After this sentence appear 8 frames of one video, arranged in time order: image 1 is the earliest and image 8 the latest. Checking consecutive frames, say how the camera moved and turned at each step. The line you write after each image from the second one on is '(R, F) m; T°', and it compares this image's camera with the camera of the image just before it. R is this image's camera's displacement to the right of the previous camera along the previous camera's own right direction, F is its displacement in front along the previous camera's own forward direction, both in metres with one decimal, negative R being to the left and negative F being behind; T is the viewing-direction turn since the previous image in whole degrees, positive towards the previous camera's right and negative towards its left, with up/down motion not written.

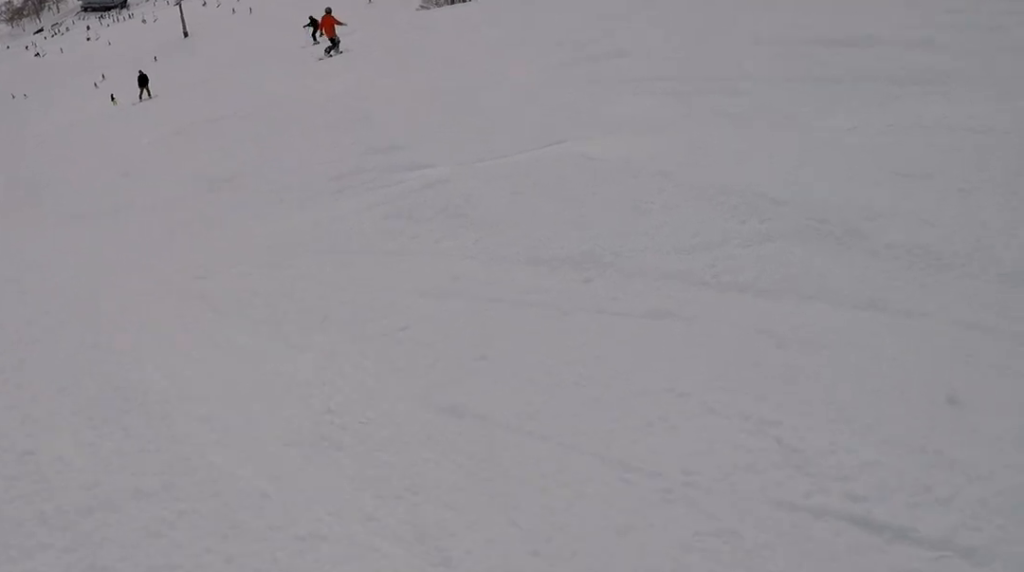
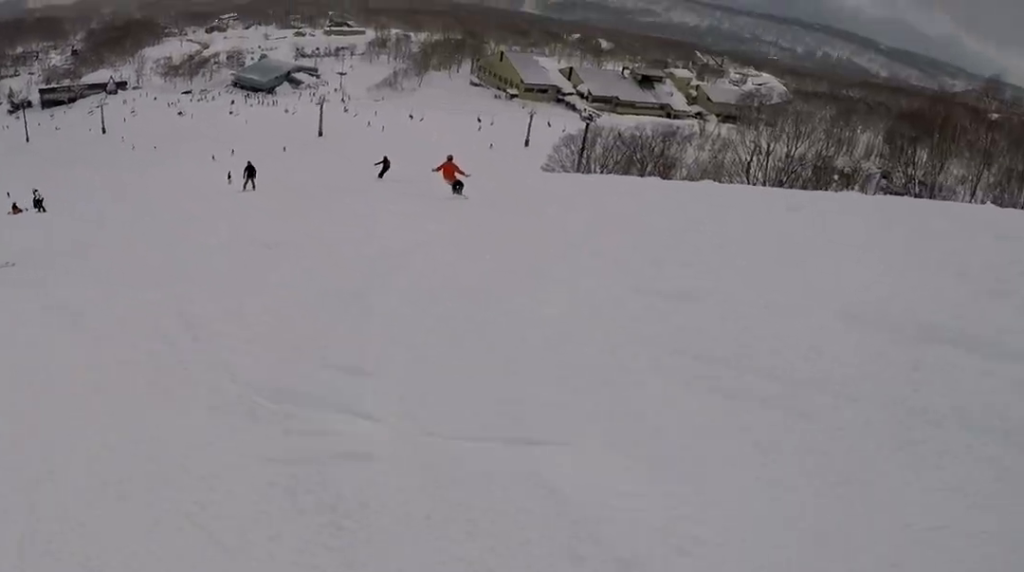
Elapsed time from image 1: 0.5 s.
(+0.7, +1.8) m; +16°
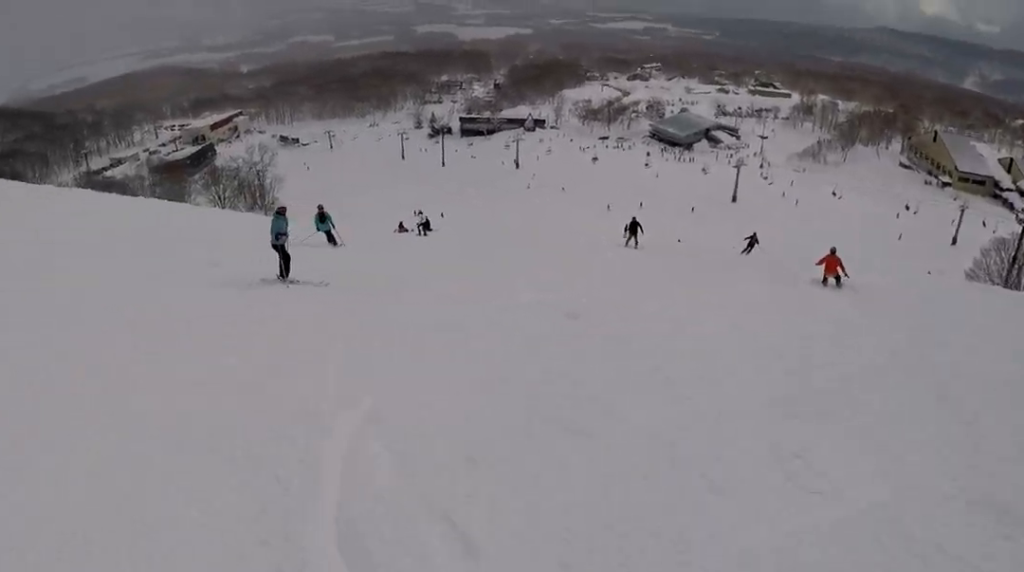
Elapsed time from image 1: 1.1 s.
(-0.1, +2.5) m; -18°
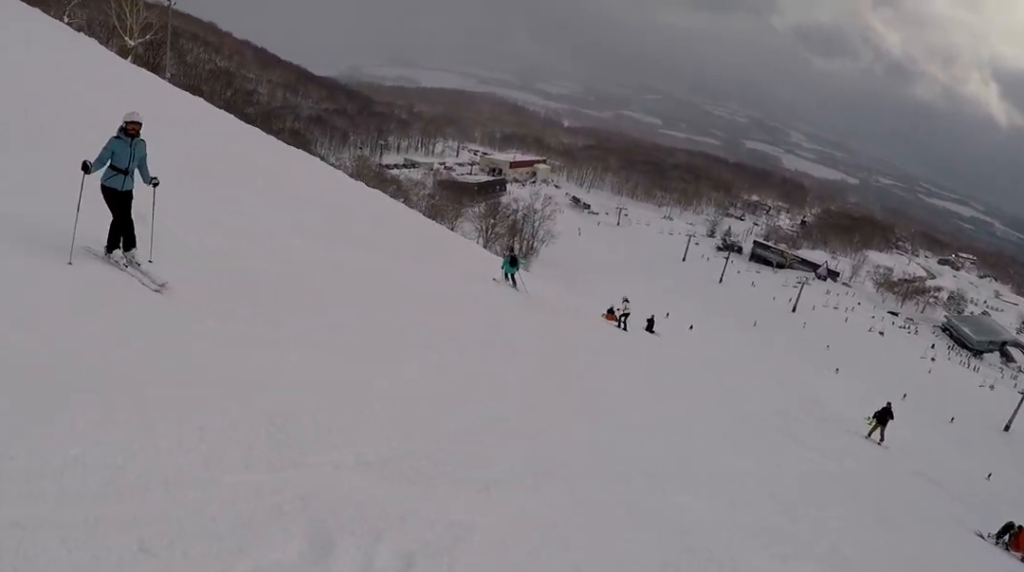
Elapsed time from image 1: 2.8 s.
(-3.4, +6.9) m; -43°
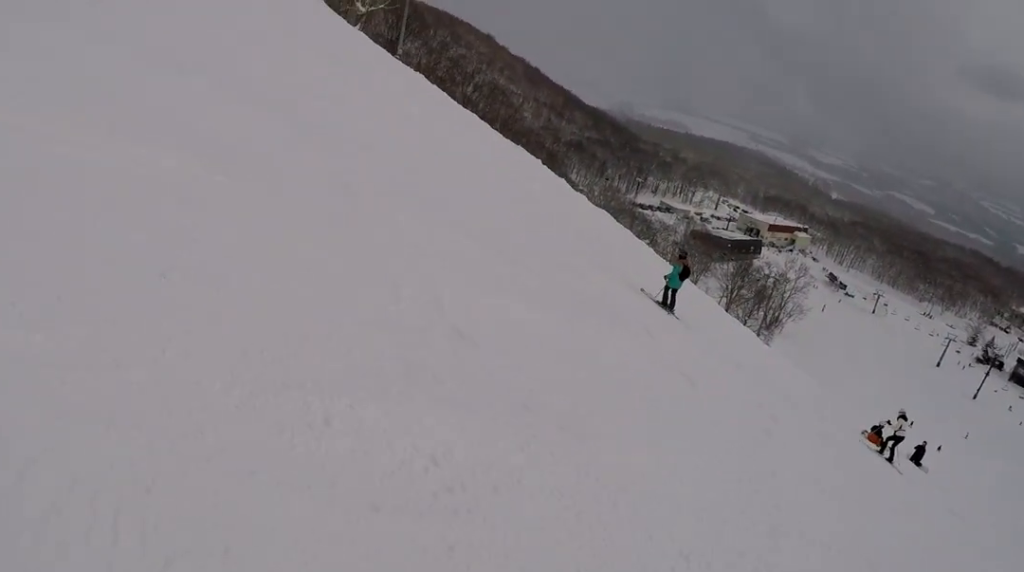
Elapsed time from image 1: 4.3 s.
(-1.7, +7.9) m; -32°
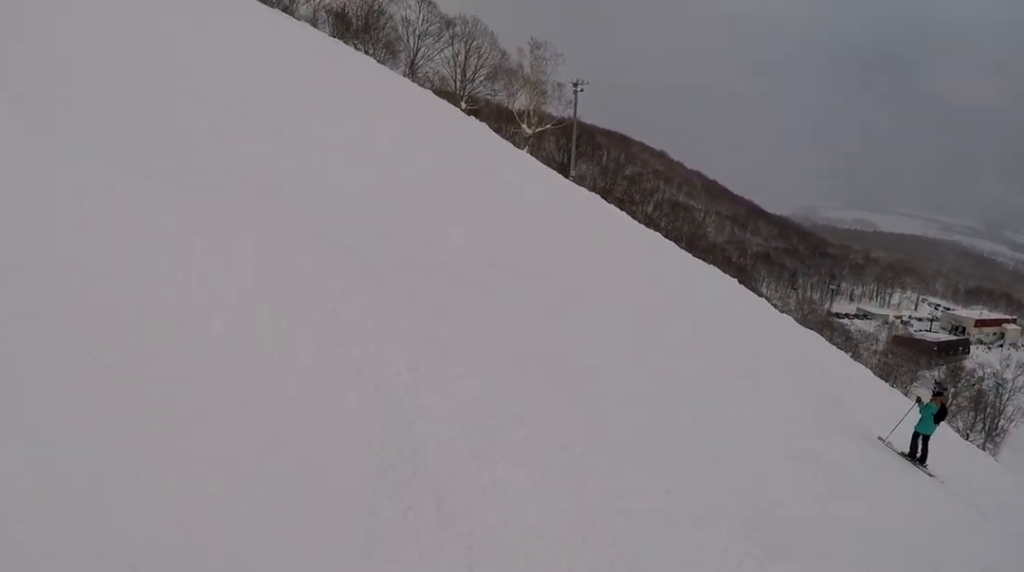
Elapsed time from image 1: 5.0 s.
(-0.8, +3.9) m; -16°
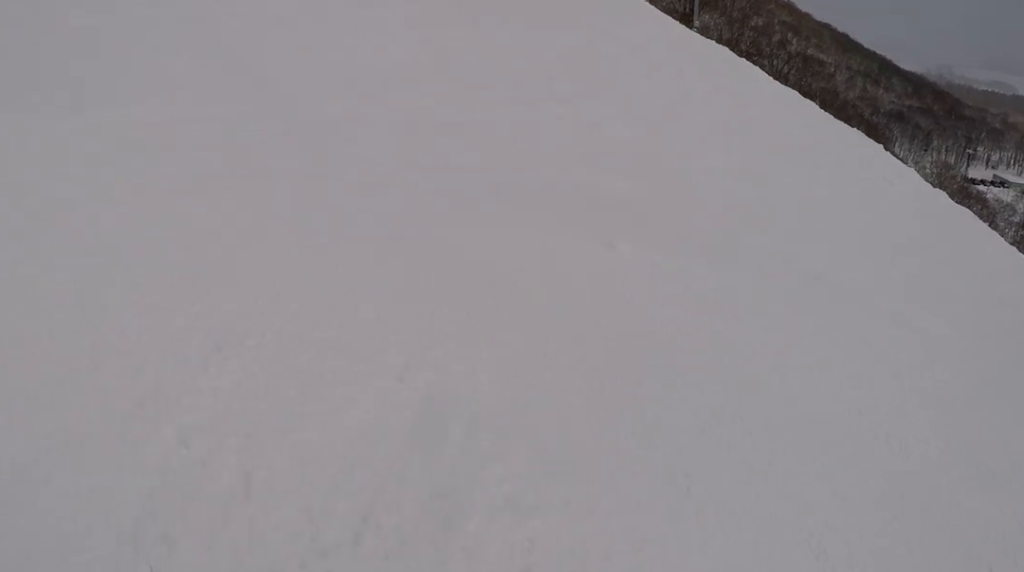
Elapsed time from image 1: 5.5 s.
(-0.2, +3.0) m; -11°
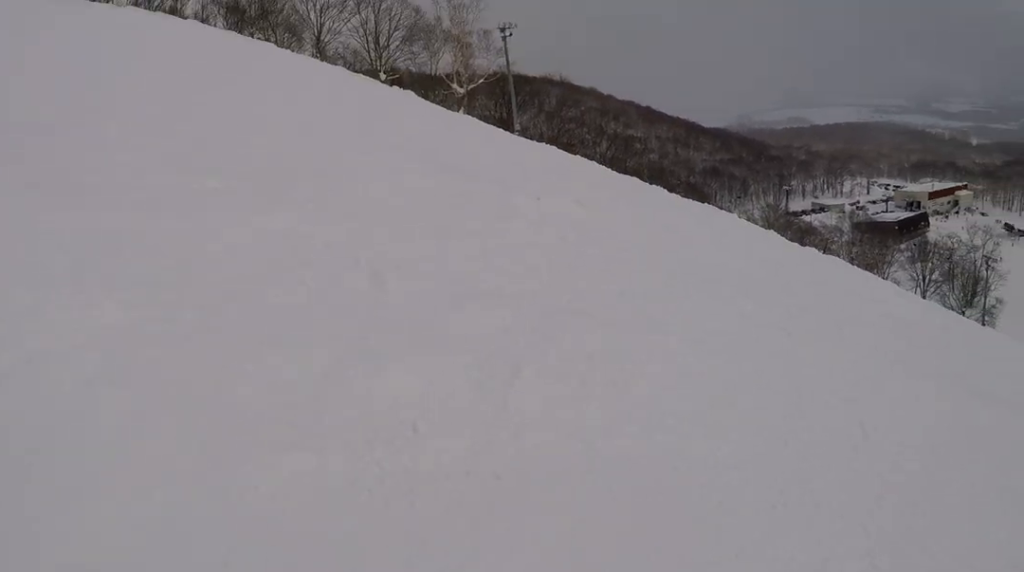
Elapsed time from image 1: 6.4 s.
(-0.8, +4.9) m; -3°
